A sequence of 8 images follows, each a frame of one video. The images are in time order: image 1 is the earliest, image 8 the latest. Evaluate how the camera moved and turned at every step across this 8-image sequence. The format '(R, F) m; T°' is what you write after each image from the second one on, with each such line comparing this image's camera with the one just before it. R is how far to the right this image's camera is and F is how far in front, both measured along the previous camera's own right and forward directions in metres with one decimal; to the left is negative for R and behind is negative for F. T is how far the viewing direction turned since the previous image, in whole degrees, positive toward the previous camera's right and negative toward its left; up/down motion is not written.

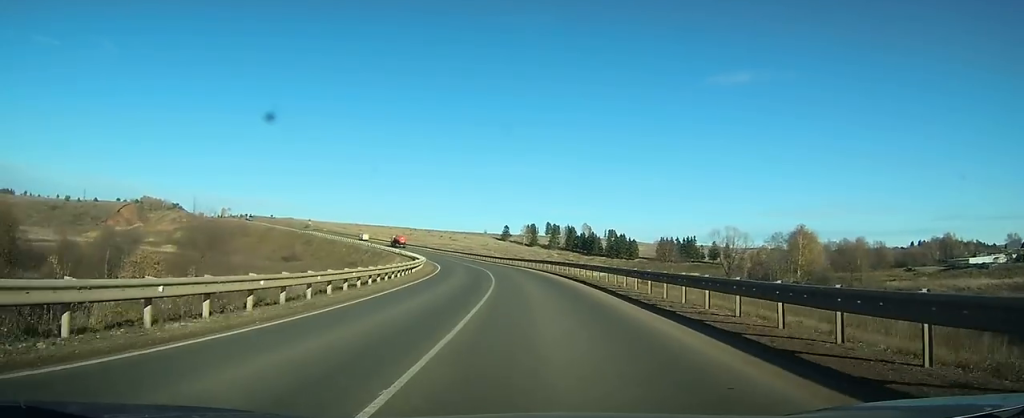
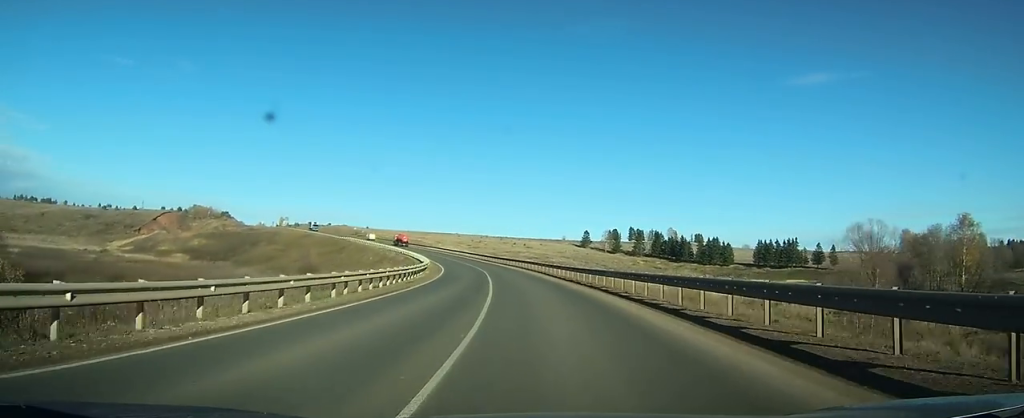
(-1.8, +38.3) m; -6°
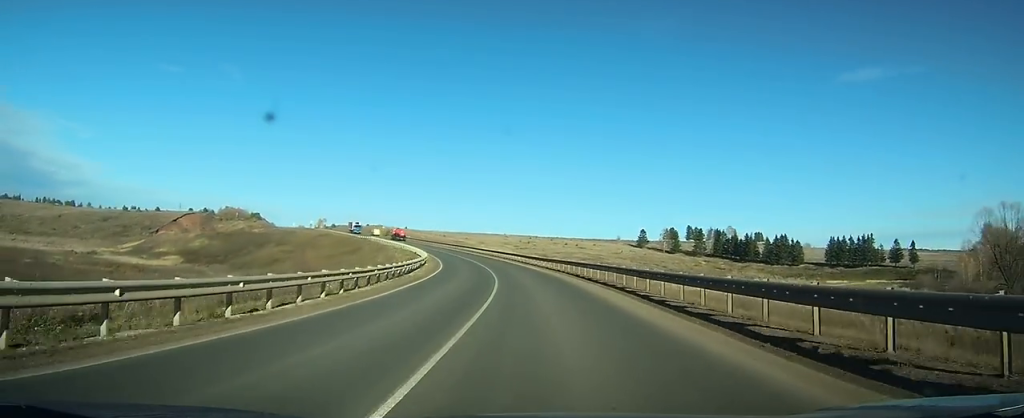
(-1.4, +27.1) m; -5°
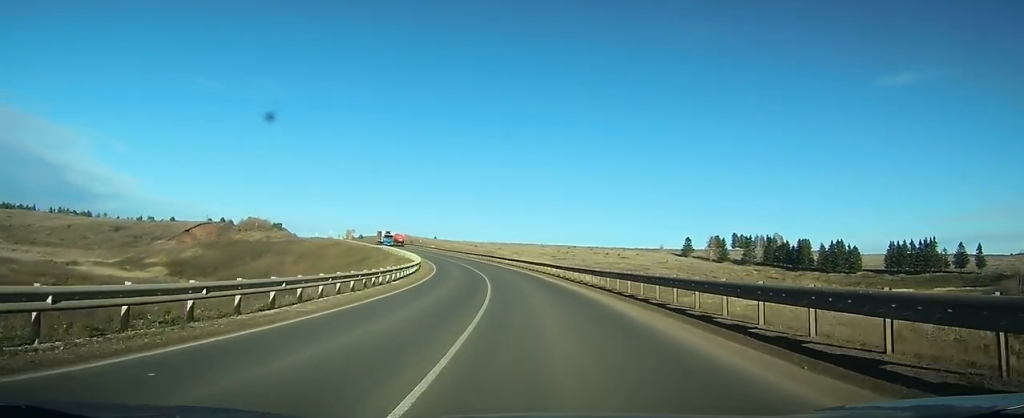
(-0.5, +21.2) m; -4°
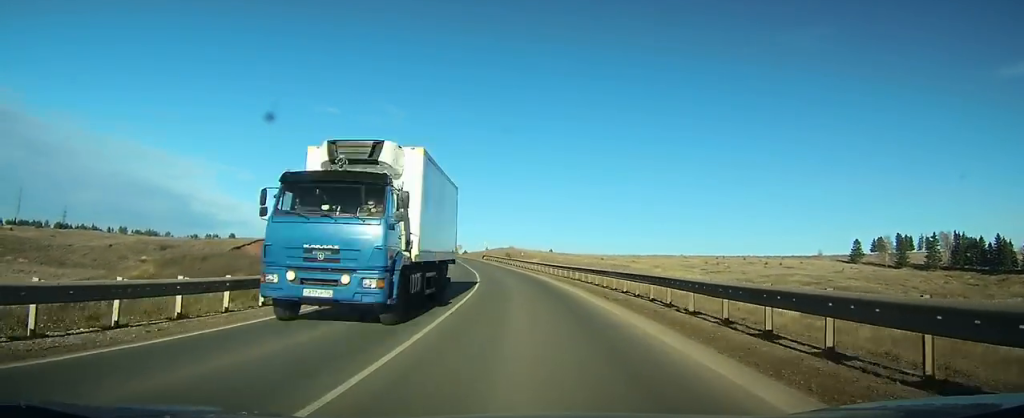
(-6.5, +61.5) m; -12°
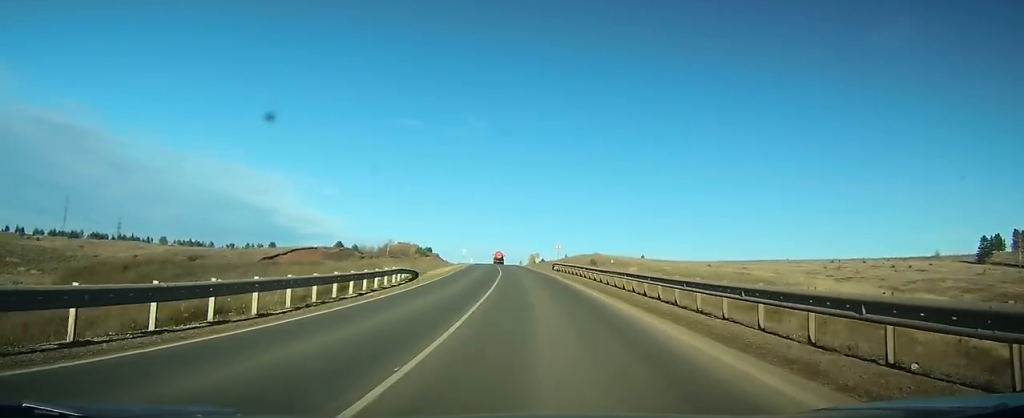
(-2.6, +38.1) m; -7°
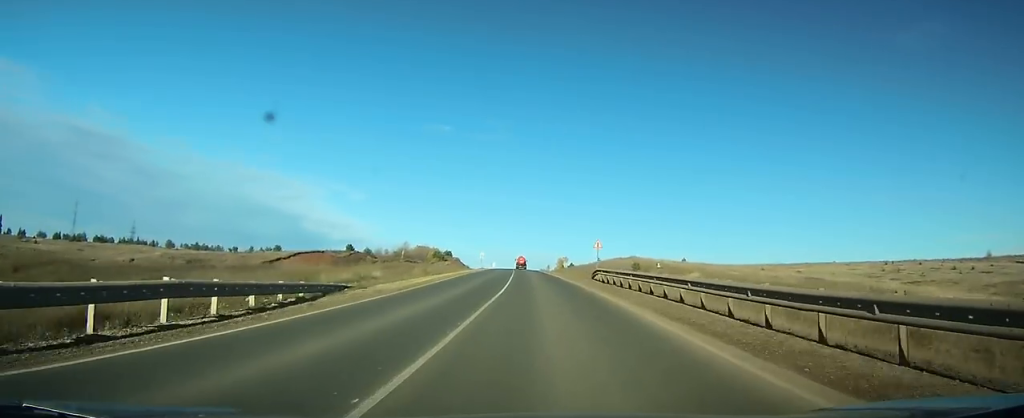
(-0.6, +20.0) m; -3°
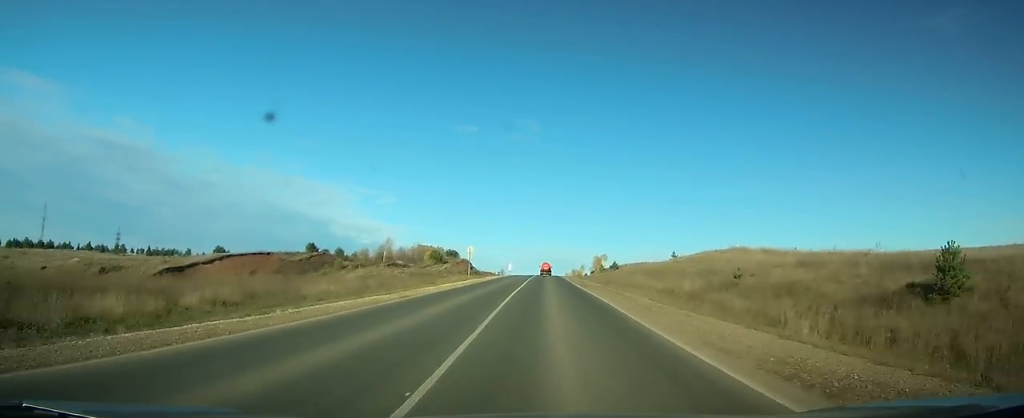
(-4.6, +60.7) m; -6°
